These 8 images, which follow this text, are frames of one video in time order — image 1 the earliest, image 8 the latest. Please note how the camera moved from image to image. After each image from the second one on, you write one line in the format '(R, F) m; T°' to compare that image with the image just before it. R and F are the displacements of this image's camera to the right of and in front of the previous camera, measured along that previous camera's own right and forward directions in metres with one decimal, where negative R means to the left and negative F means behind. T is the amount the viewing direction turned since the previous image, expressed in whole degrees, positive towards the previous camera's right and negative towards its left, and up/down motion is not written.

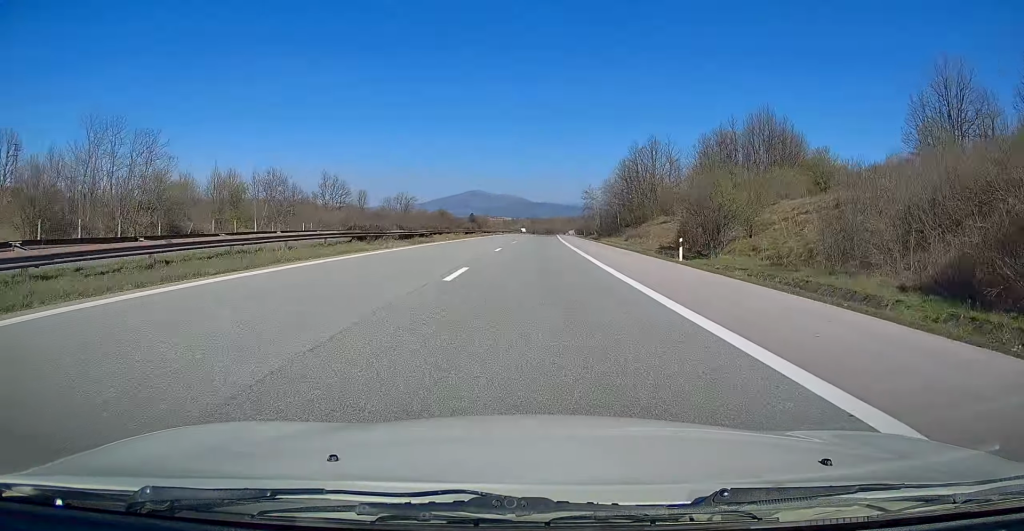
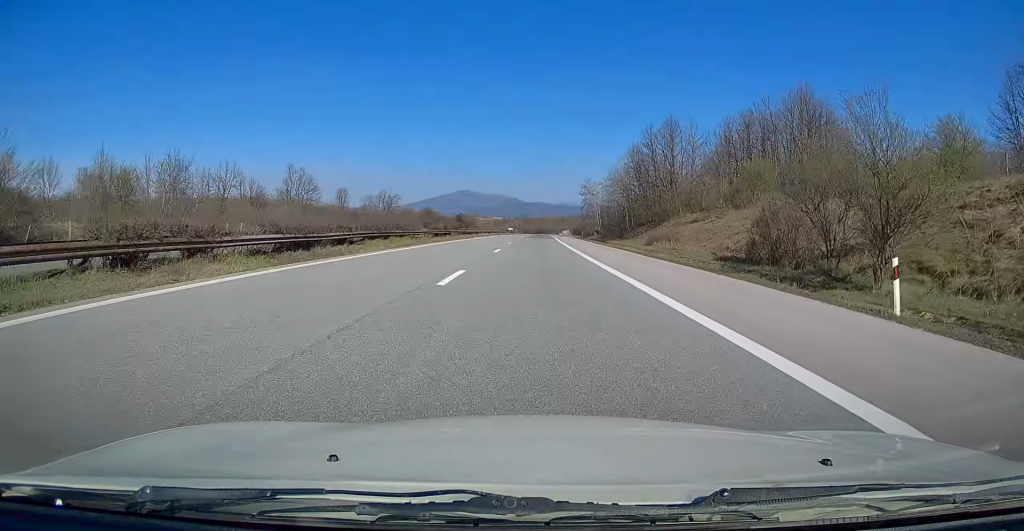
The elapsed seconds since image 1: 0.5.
(+0.1, +16.6) m; +1°
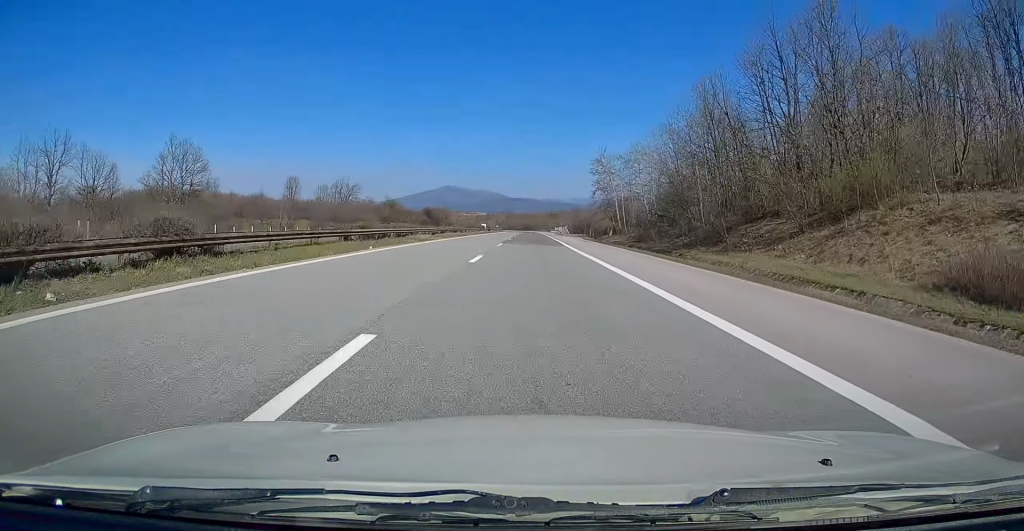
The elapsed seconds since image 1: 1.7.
(+0.4, +40.9) m; +1°
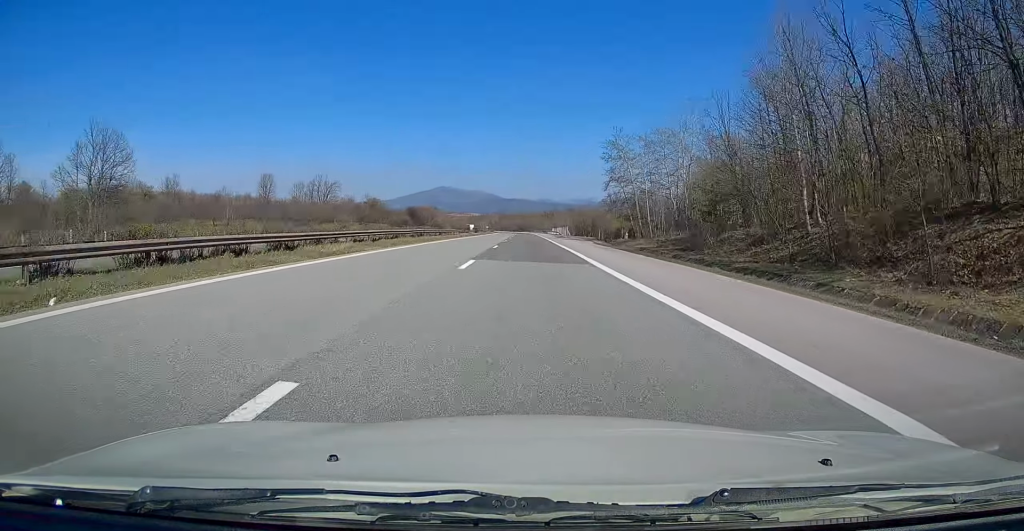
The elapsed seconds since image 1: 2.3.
(-0.1, +17.6) m; 0°
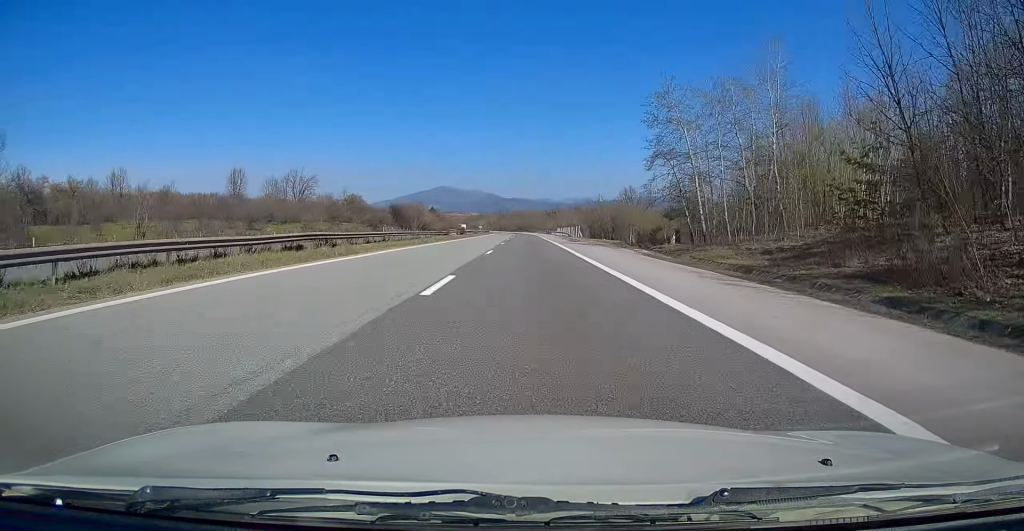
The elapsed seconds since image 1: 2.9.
(+0.3, +22.0) m; +1°
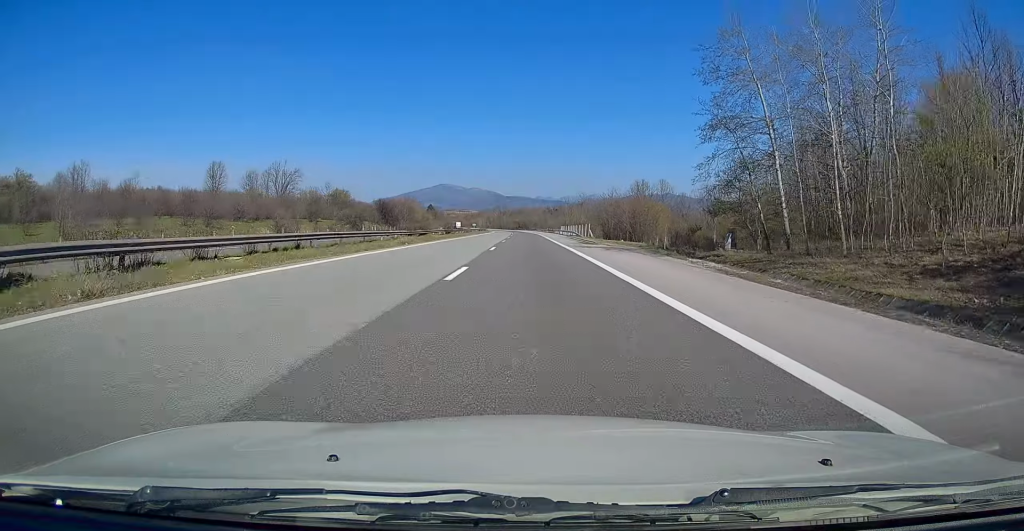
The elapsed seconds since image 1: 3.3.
(+0.1, +13.2) m; 0°
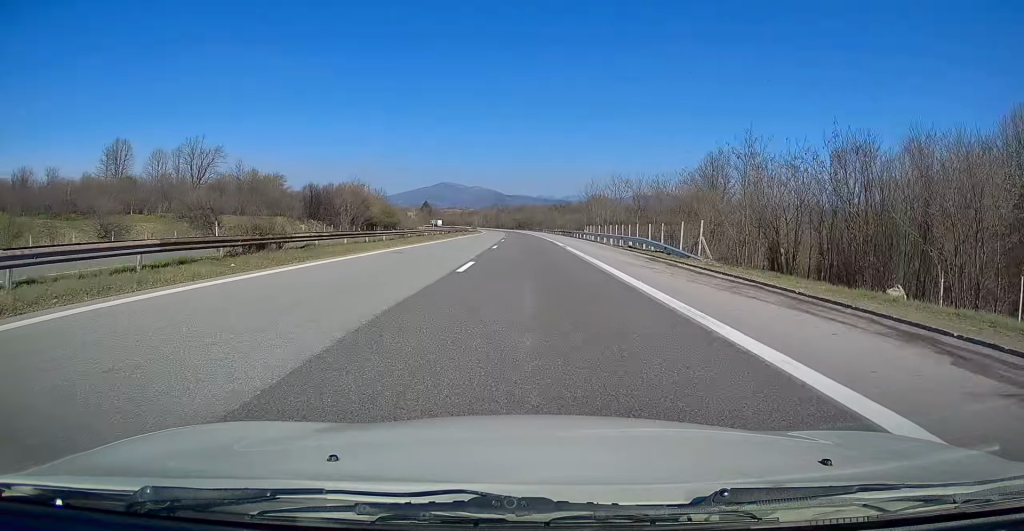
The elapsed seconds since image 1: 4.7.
(-0.3, +45.0) m; -1°
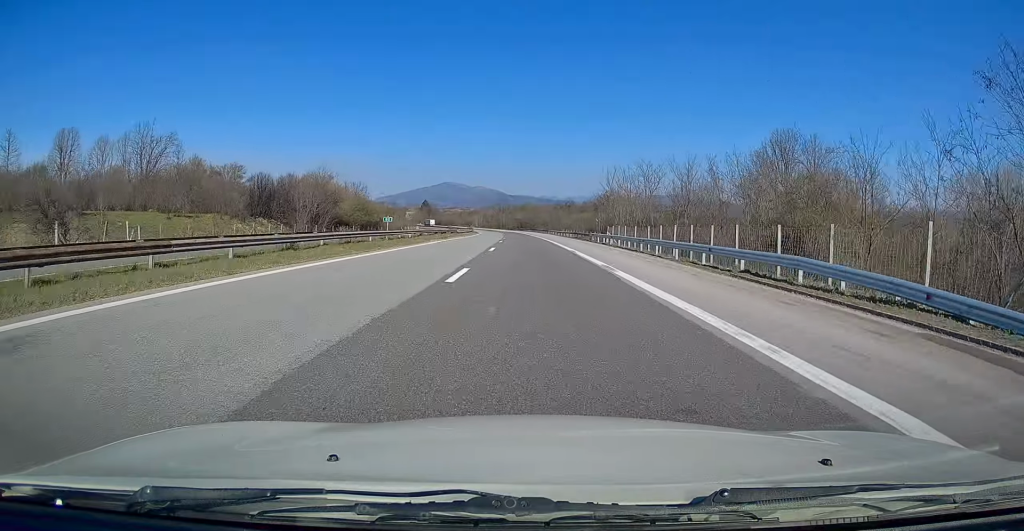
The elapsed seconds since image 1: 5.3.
(-0.2, +18.7) m; -1°
